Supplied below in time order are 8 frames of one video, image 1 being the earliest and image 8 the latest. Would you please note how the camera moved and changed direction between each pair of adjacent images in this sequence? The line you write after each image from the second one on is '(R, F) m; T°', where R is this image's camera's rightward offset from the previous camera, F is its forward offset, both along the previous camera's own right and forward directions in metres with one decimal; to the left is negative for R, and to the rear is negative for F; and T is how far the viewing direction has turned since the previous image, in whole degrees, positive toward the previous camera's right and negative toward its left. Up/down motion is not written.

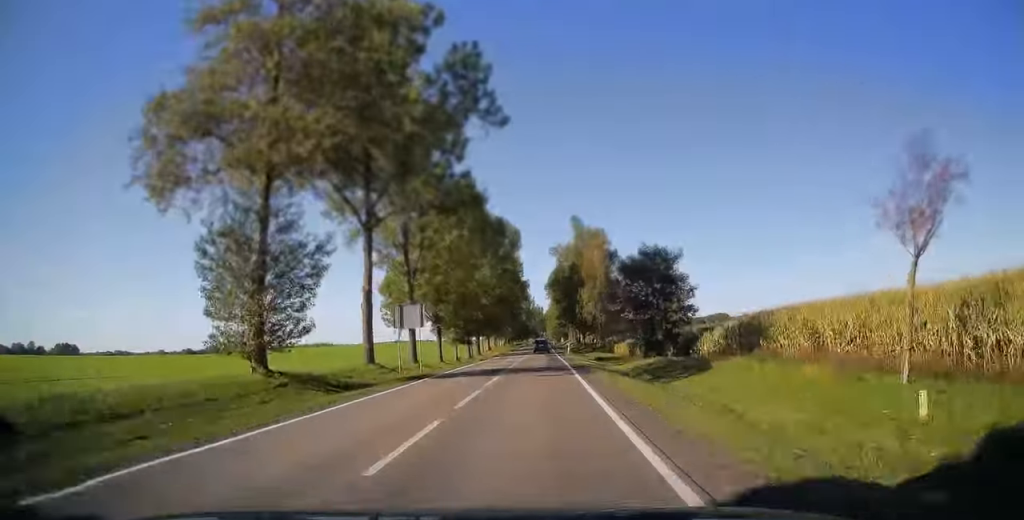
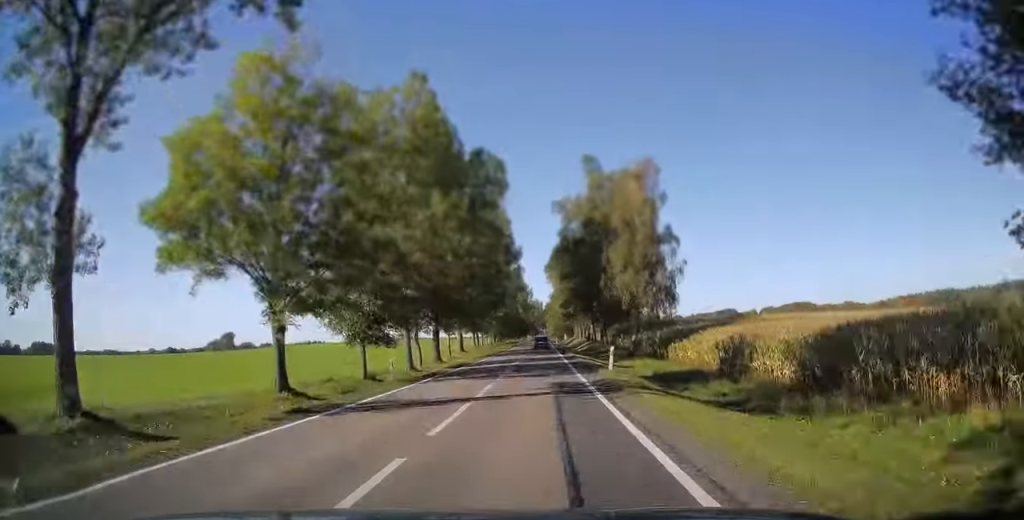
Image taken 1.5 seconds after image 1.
(-0.3, +38.9) m; 0°
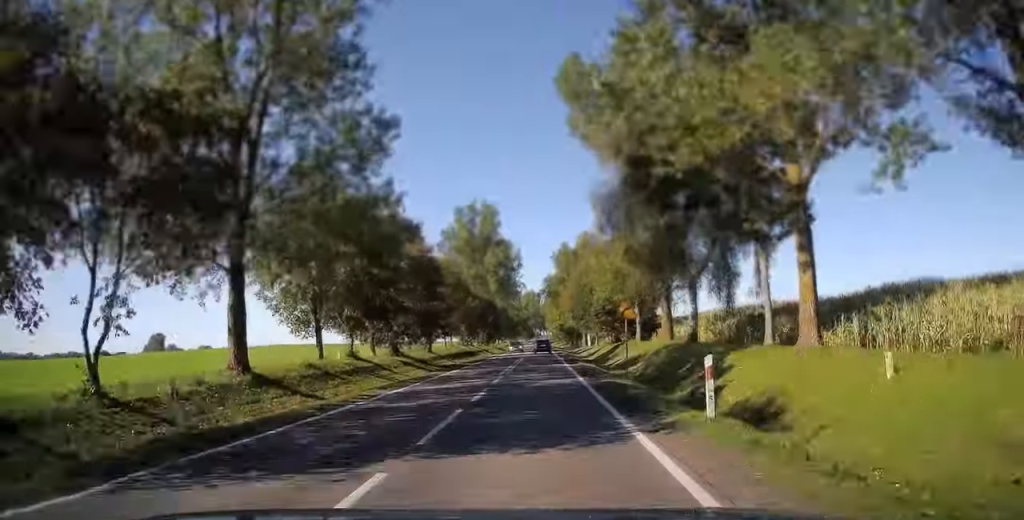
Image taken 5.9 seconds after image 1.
(+1.0, +114.5) m; +1°
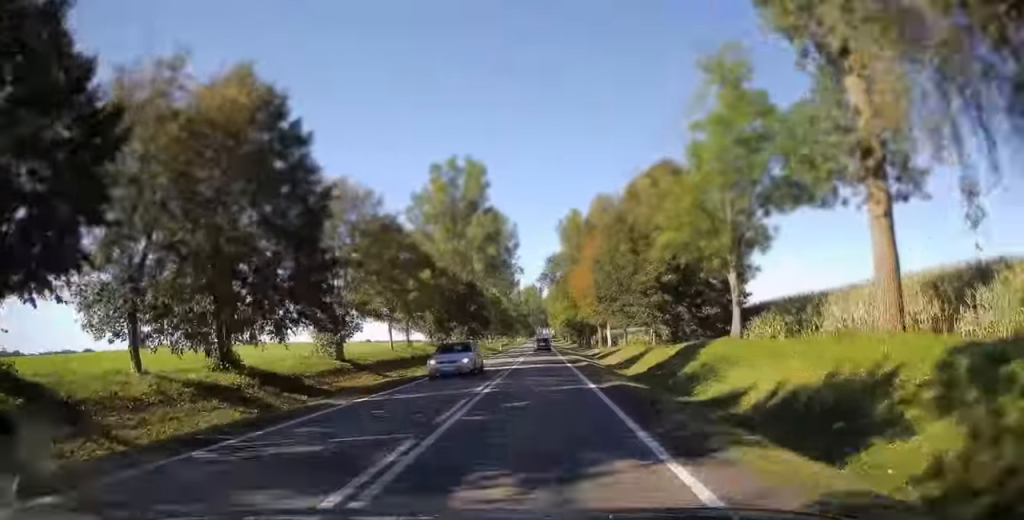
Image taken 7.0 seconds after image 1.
(-0.1, +27.4) m; 0°
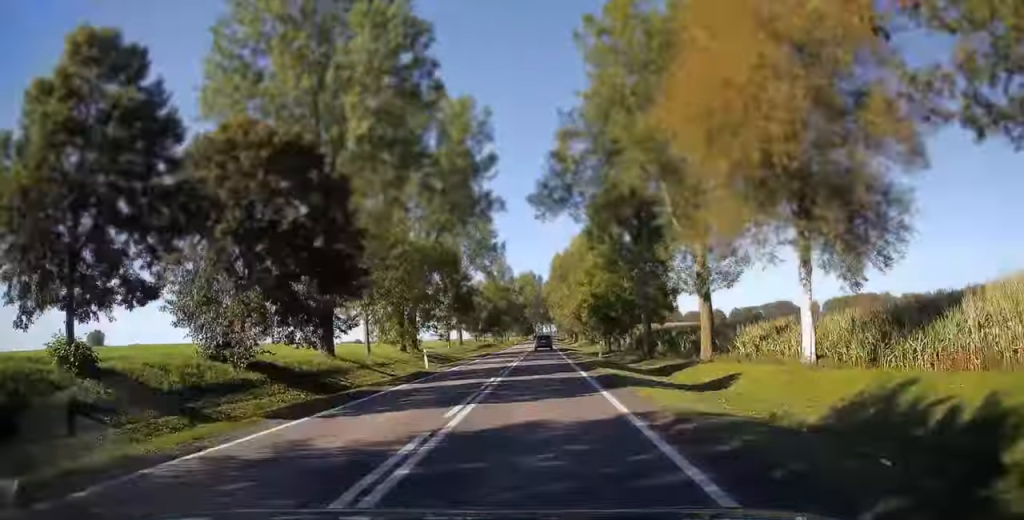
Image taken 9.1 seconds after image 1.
(-0.2, +52.9) m; 0°
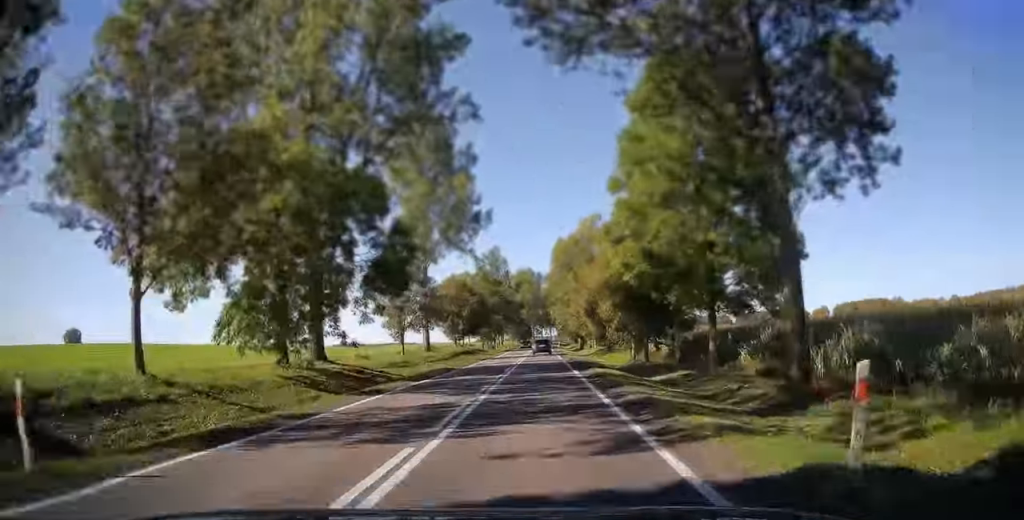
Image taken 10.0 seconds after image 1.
(0.0, +24.7) m; 0°
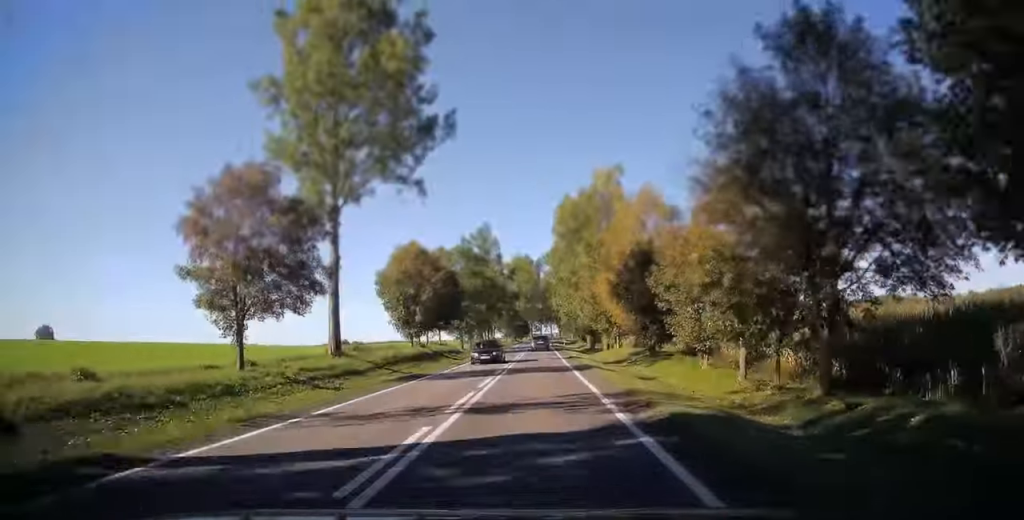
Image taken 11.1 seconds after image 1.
(0.0, +28.0) m; 0°
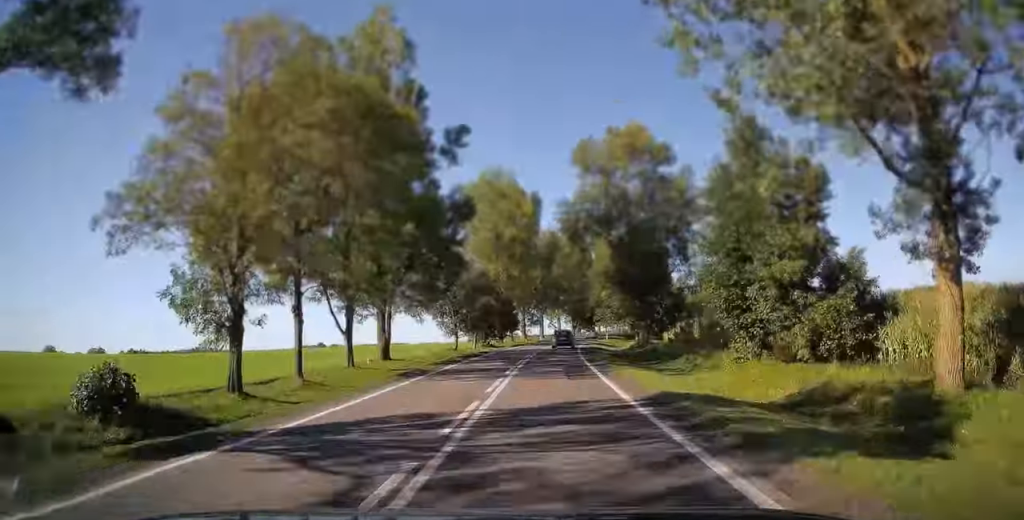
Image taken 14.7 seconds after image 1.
(-0.2, +91.8) m; +1°
